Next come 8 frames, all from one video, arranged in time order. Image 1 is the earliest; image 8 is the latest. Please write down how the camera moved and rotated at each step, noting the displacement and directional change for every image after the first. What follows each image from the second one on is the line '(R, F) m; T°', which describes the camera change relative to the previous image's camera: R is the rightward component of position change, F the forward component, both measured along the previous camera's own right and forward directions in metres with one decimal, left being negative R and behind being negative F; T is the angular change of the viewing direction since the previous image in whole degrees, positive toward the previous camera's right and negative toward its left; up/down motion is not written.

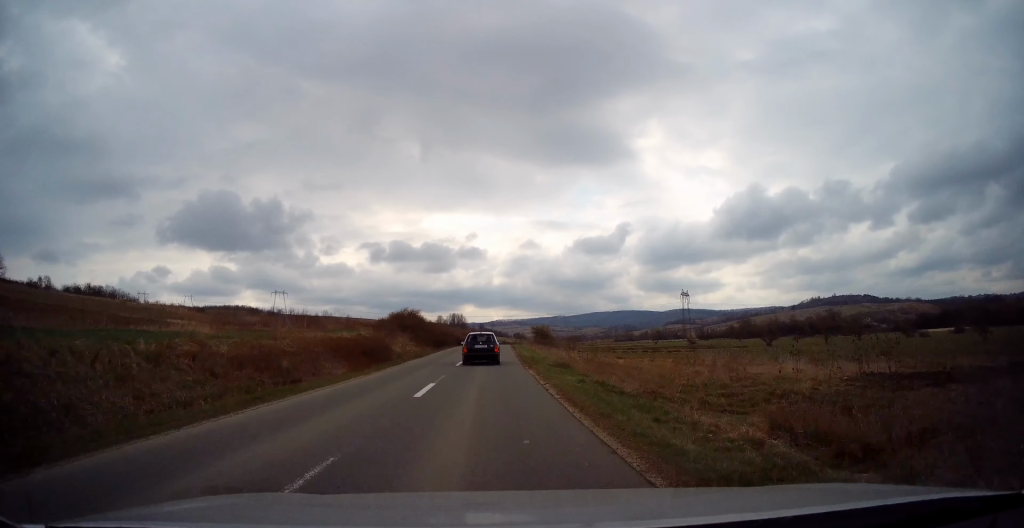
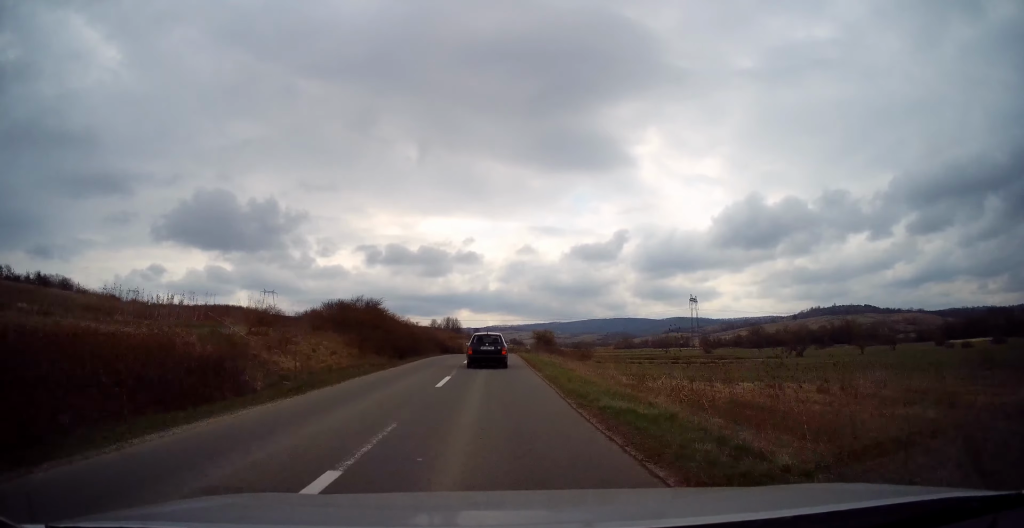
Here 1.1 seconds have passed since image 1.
(+0.2, +21.6) m; +1°
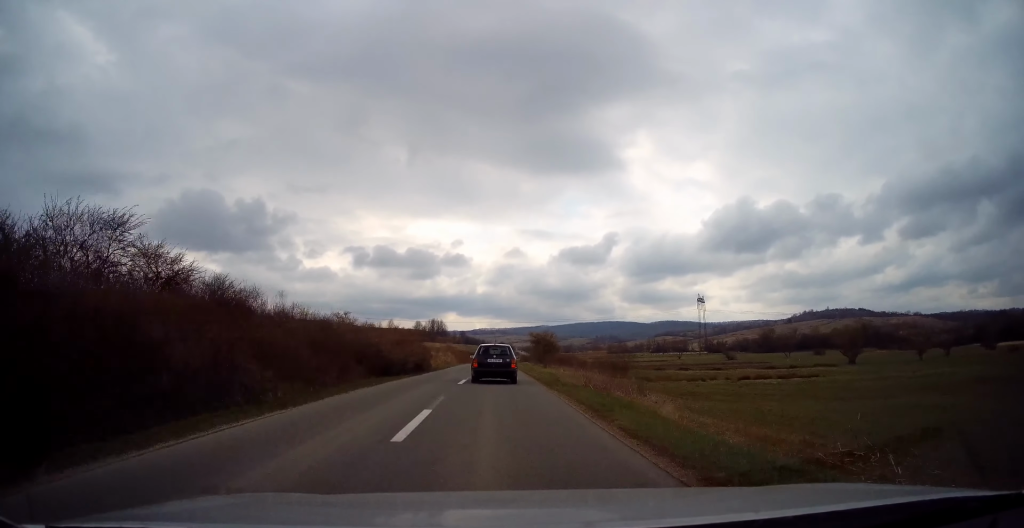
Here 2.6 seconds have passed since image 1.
(+0.3, +31.3) m; +1°
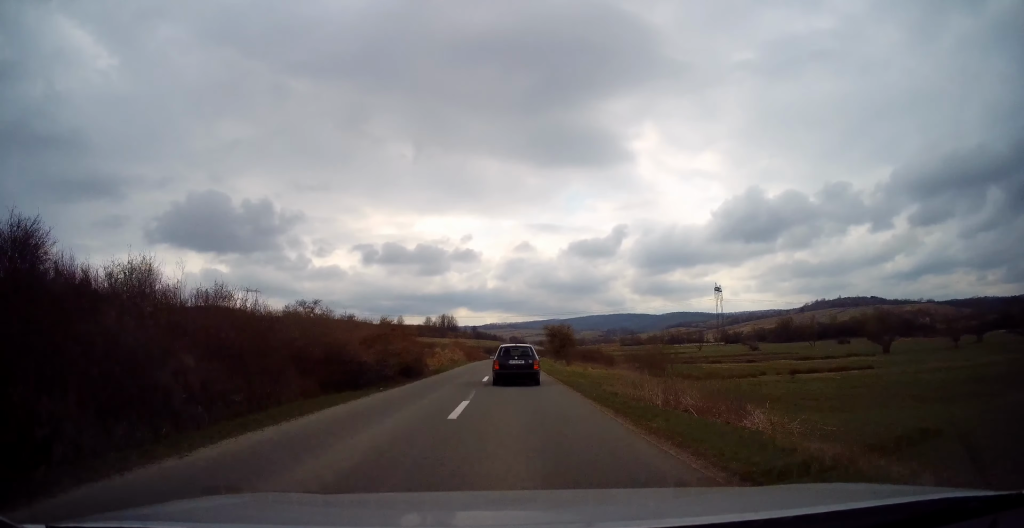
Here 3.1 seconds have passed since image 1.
(+0.2, +9.3) m; 0°
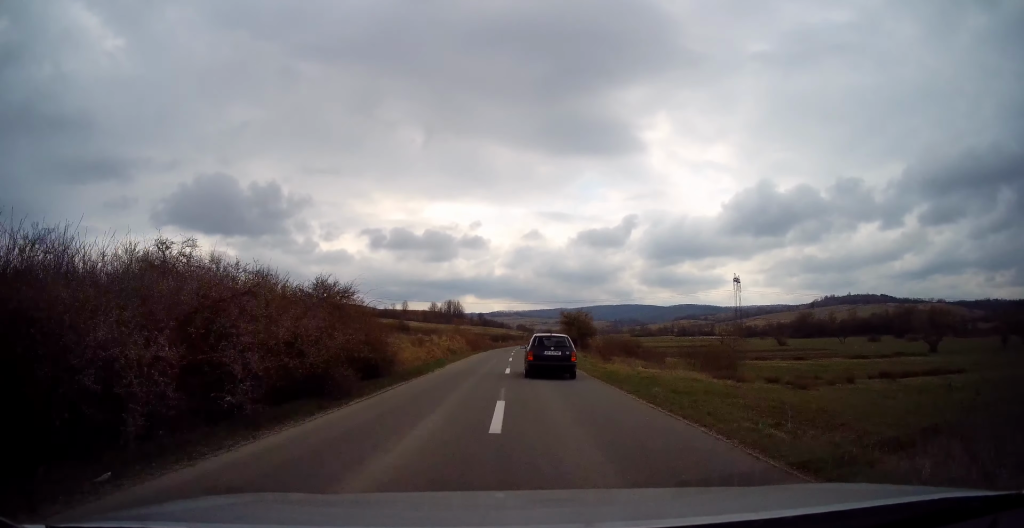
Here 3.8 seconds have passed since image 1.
(0.0, +14.1) m; -1°
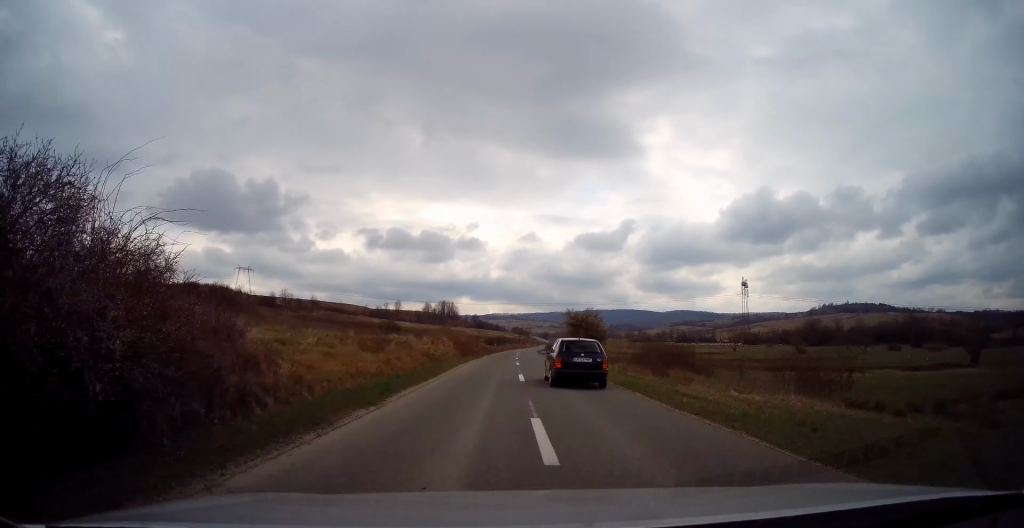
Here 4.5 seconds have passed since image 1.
(-0.1, +13.6) m; -1°
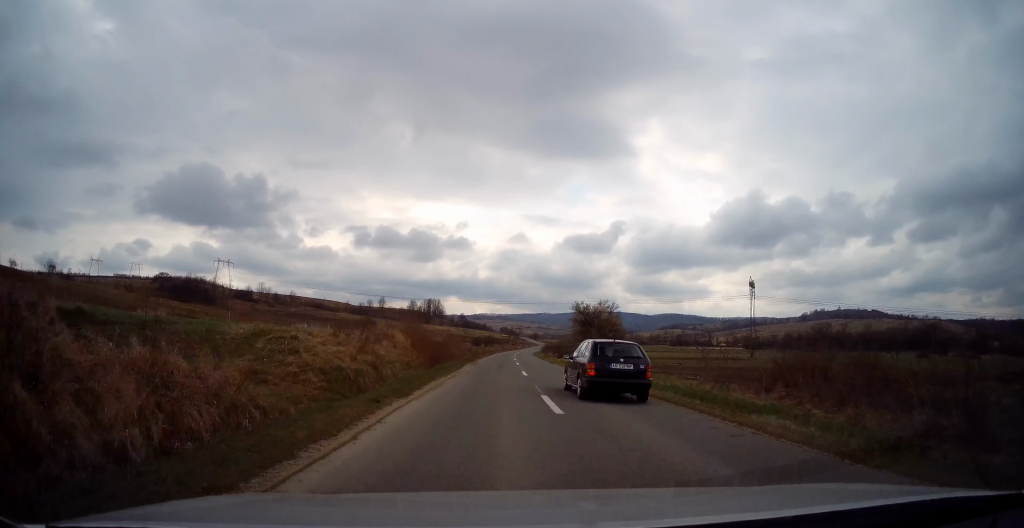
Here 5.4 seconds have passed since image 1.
(-0.3, +19.7) m; +1°
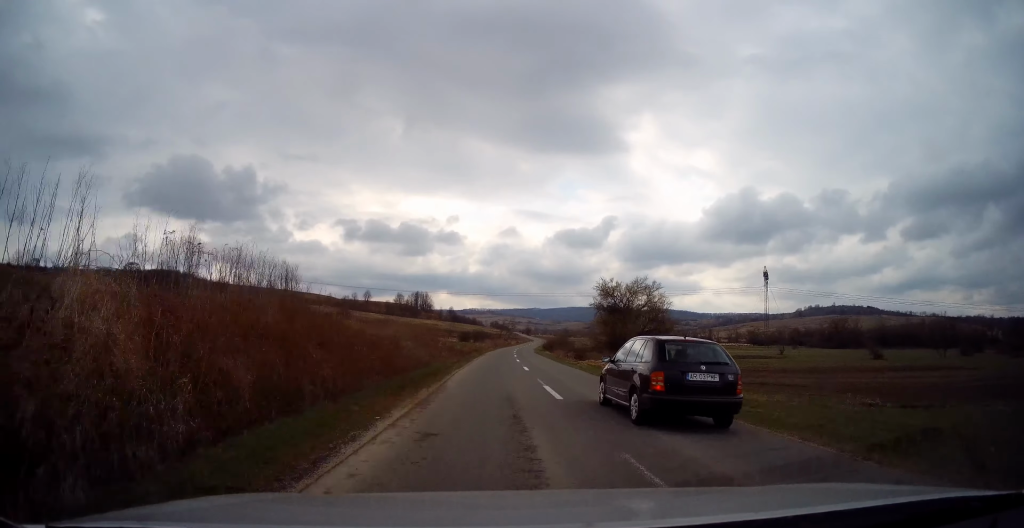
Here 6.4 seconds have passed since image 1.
(+0.7, +22.1) m; +2°
